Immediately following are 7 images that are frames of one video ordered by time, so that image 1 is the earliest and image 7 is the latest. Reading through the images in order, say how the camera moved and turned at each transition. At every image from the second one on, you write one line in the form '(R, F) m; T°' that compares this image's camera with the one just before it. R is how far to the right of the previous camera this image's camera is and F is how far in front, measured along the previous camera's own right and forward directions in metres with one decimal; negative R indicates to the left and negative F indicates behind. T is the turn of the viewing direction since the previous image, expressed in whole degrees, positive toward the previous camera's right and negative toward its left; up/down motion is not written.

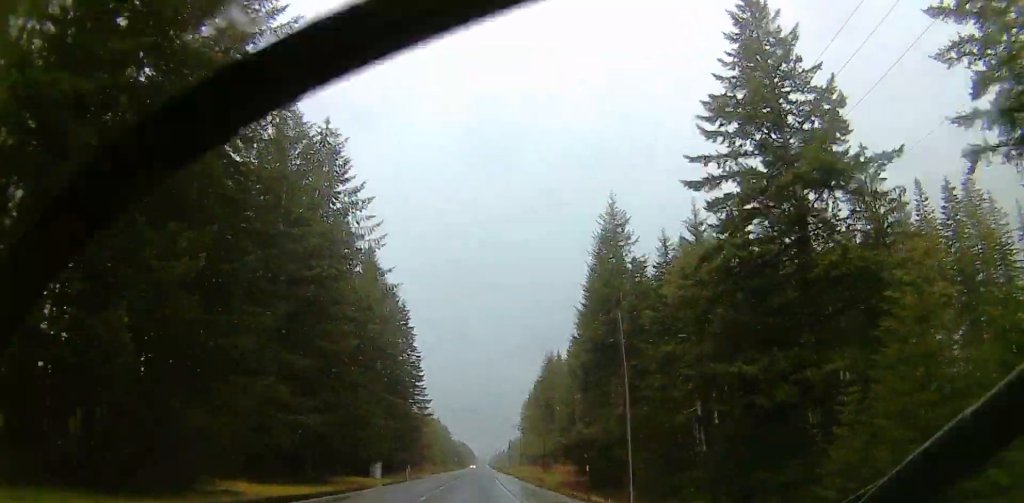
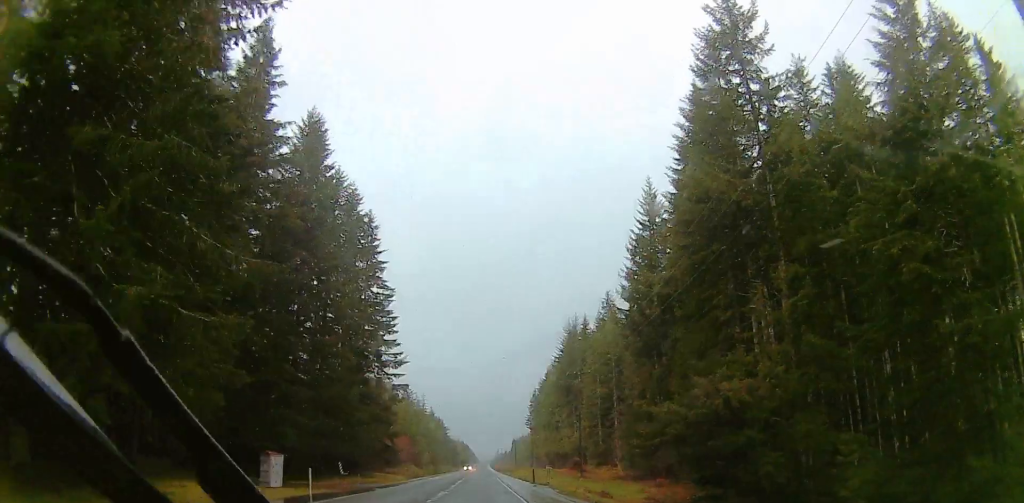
(+0.5, +52.1) m; -1°
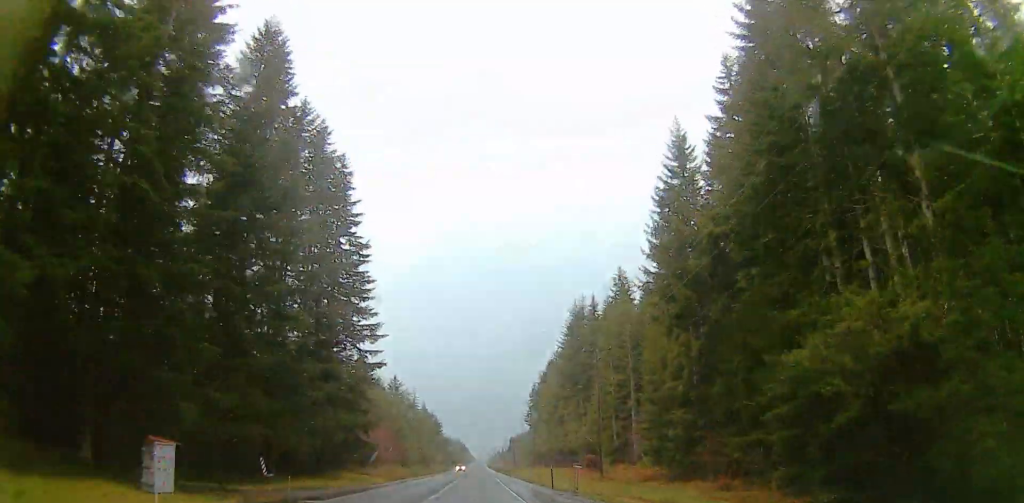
(-0.1, +17.3) m; 0°
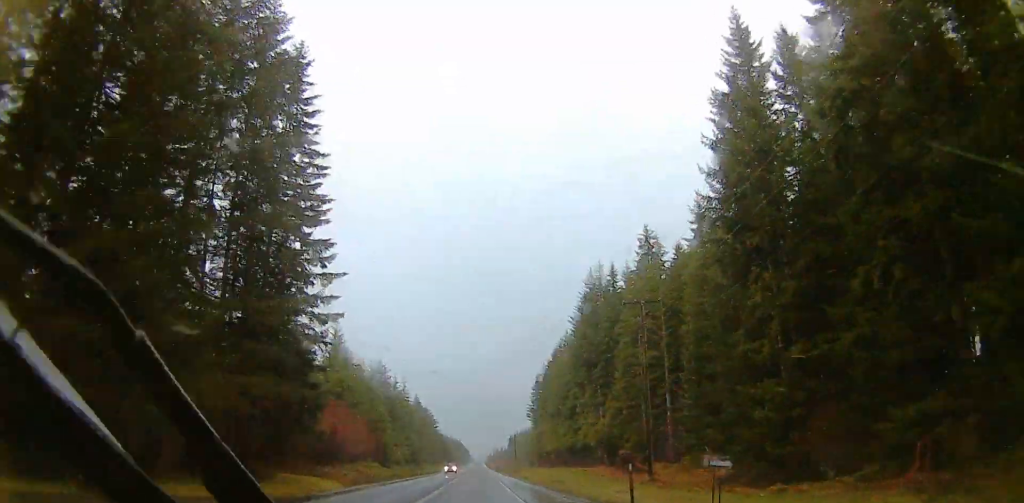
(0.0, +21.7) m; 0°
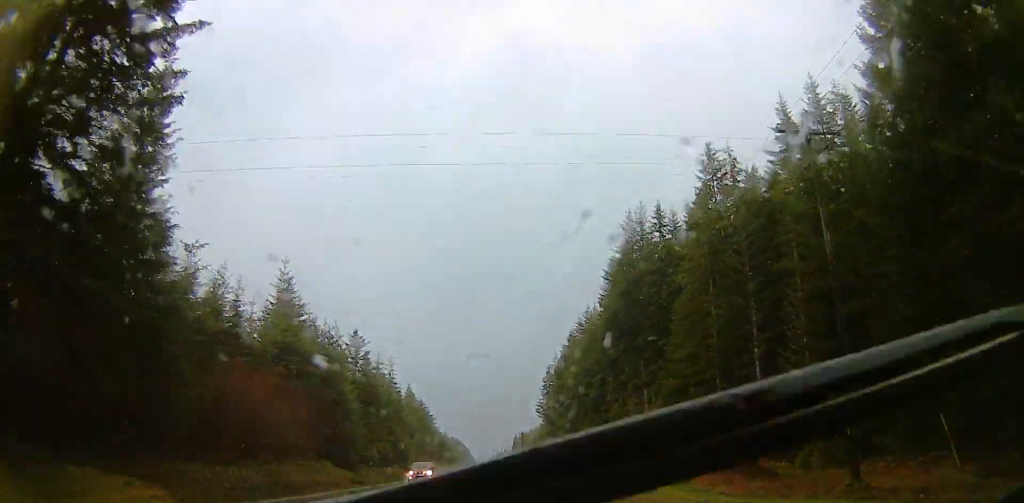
(+0.3, +28.4) m; +1°
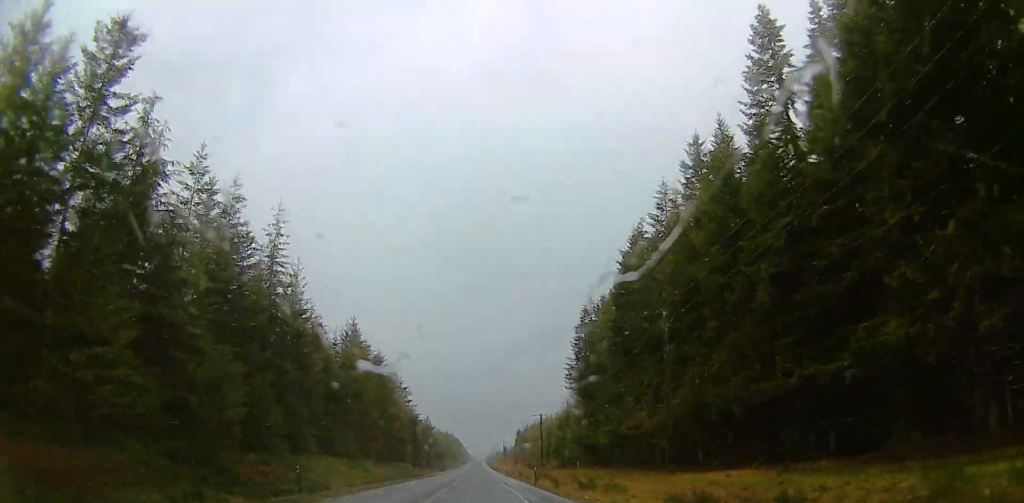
(+0.1, +70.9) m; -1°
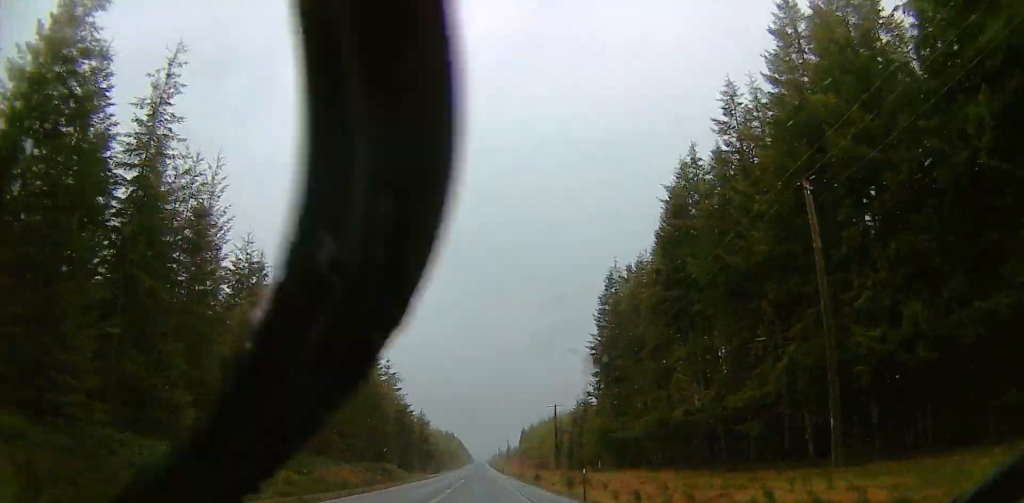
(0.0, +22.9) m; 0°
